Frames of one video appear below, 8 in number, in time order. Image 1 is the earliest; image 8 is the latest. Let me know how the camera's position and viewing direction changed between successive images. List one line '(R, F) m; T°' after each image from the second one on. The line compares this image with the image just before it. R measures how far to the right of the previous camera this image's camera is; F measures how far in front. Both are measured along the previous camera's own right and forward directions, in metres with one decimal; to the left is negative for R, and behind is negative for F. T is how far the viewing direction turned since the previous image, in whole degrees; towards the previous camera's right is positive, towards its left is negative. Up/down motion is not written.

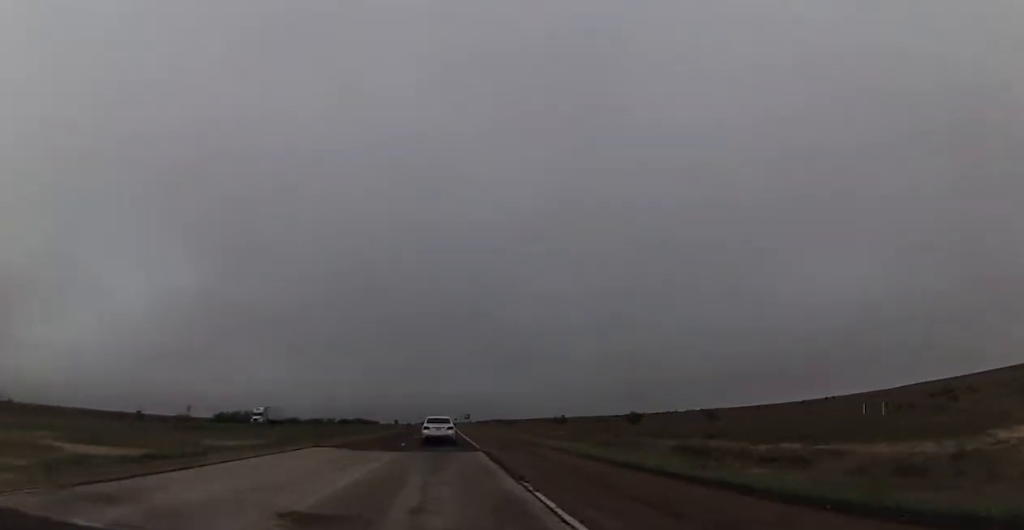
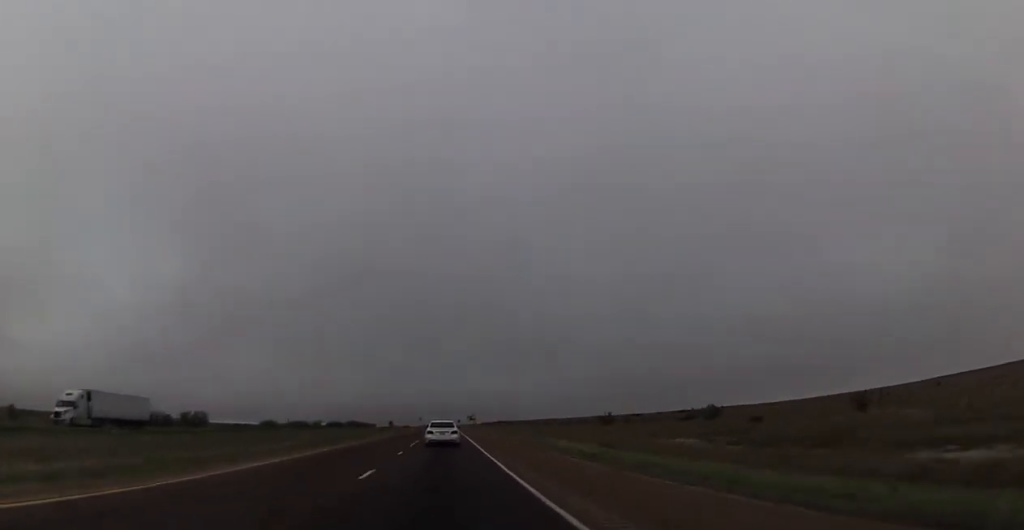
(+0.3, +42.9) m; 0°
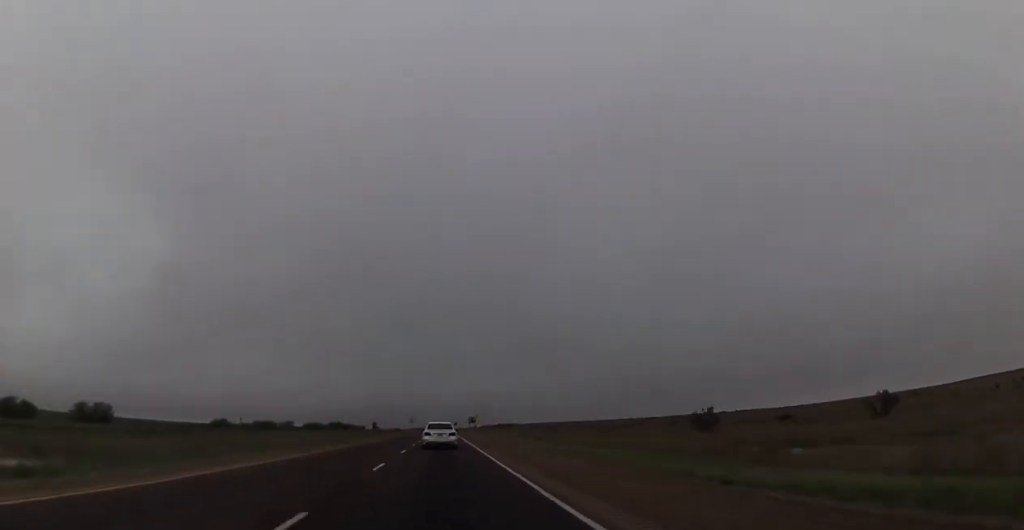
(-0.4, +46.6) m; 0°
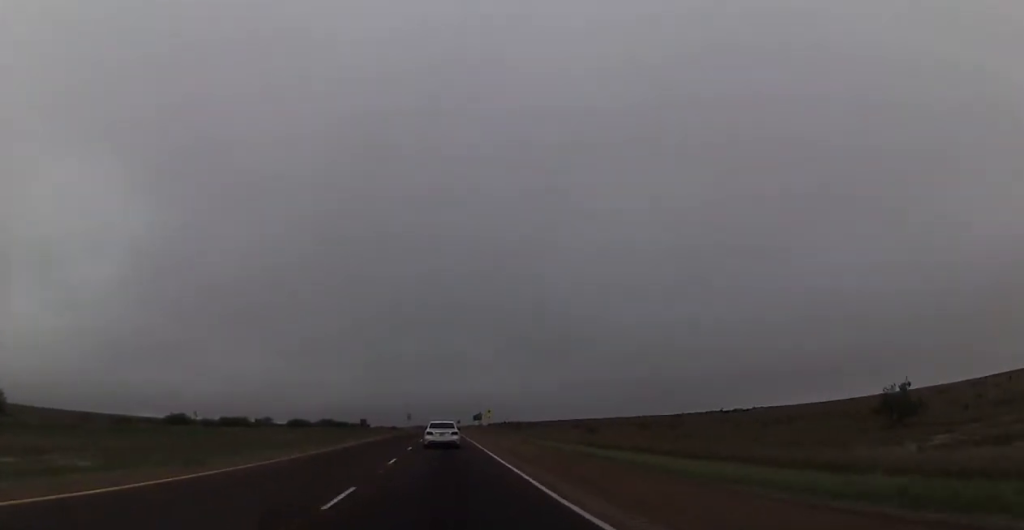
(+0.4, +32.8) m; 0°
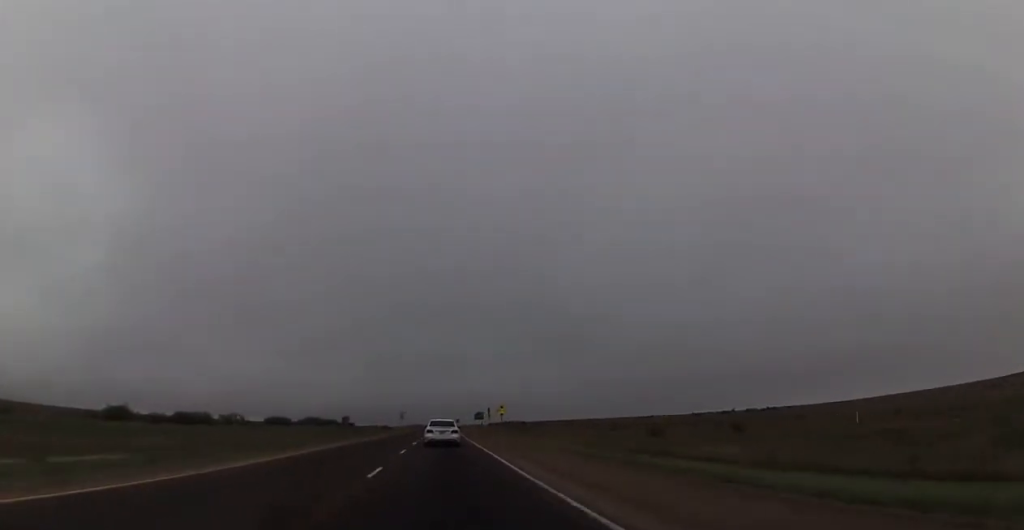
(-0.3, +30.3) m; 0°
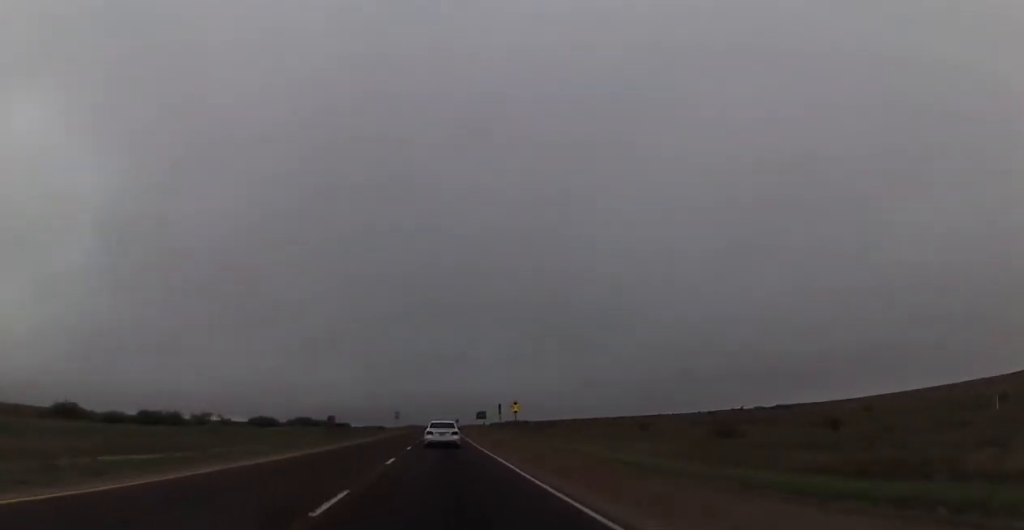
(0.0, +18.9) m; 0°
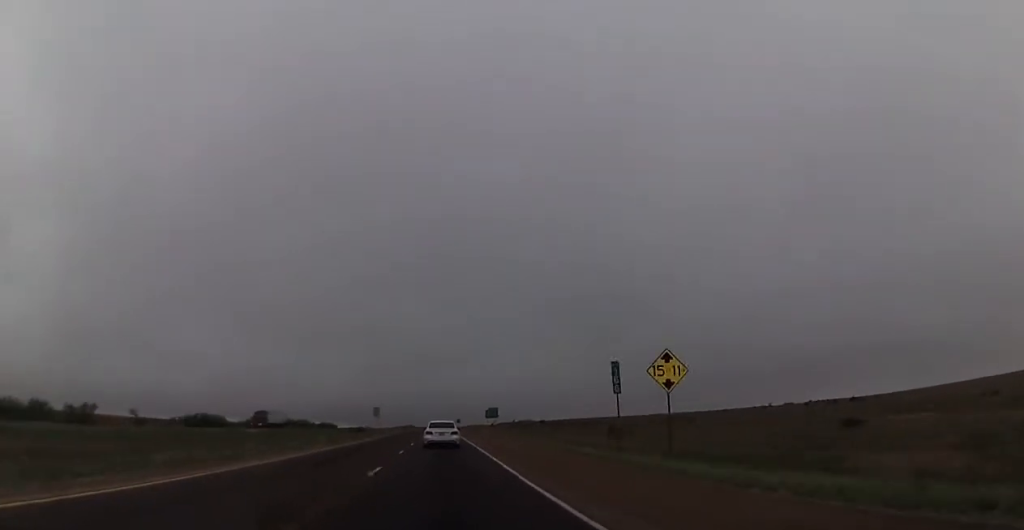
(+0.1, +52.8) m; 0°
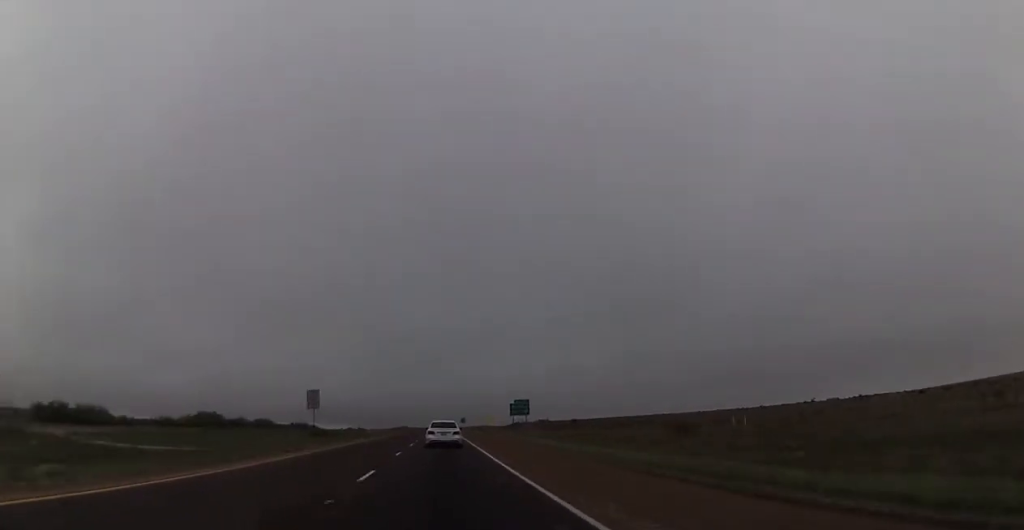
(+0.5, +63.1) m; +1°
